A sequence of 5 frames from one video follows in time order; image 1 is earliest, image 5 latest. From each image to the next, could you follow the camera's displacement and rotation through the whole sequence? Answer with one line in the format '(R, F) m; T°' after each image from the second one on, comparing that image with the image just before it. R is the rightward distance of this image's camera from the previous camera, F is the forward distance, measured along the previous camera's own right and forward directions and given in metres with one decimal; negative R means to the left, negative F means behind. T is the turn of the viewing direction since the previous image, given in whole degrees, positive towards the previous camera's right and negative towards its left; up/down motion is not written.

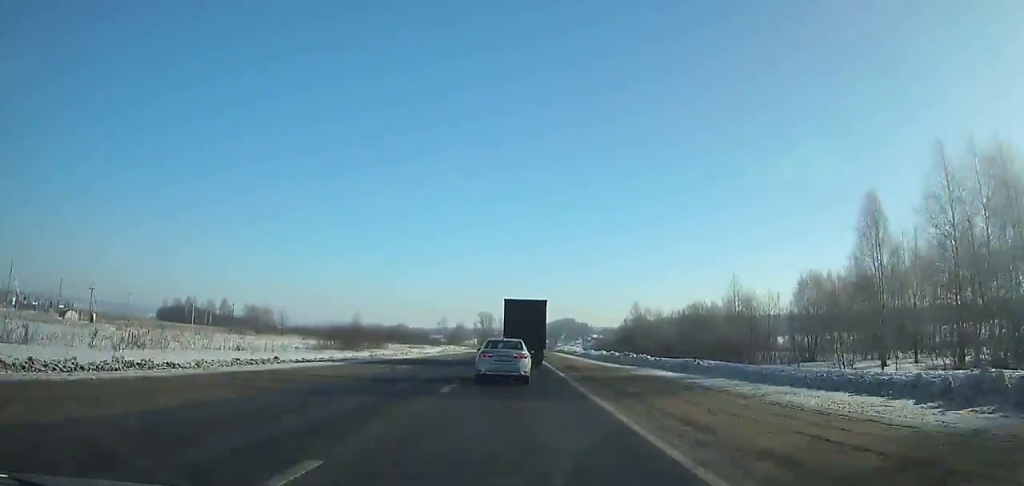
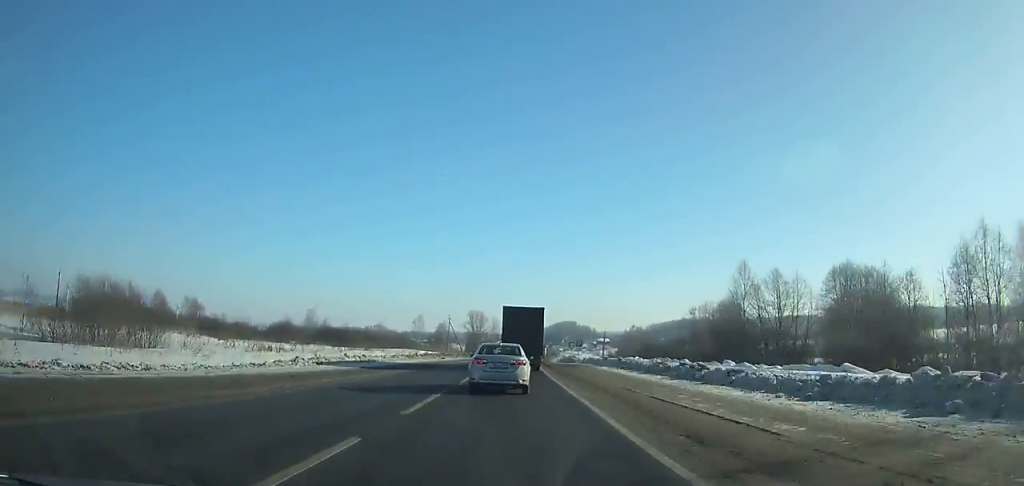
(+0.2, +62.9) m; +1°
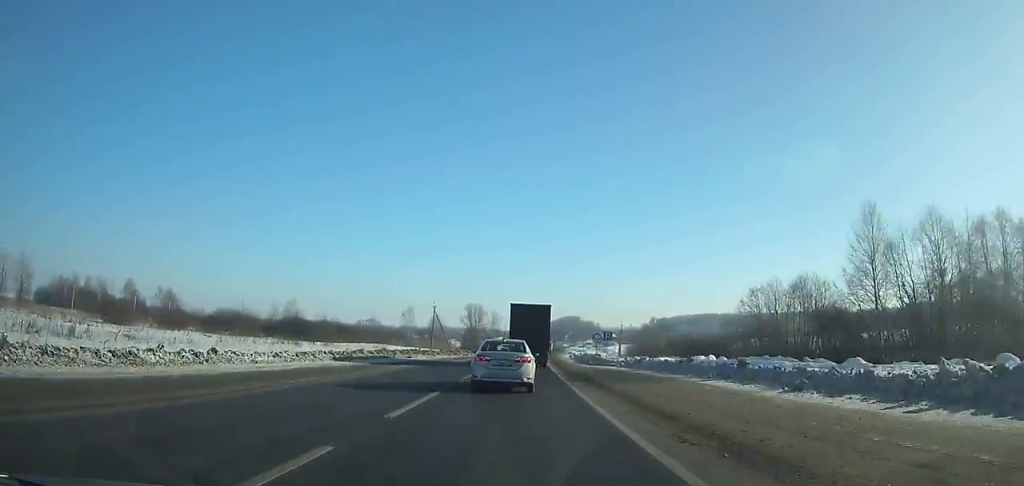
(-0.2, +24.9) m; +1°
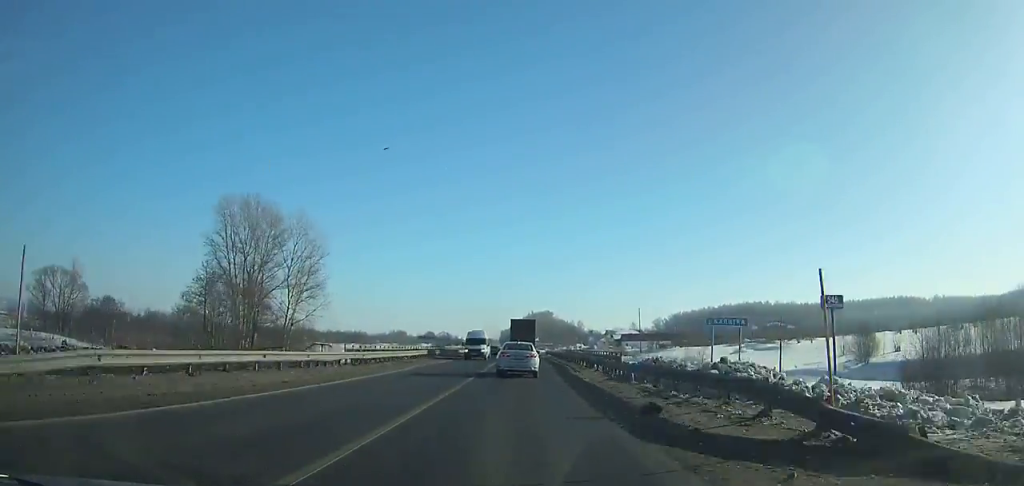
(+10.9, +243.6) m; +3°
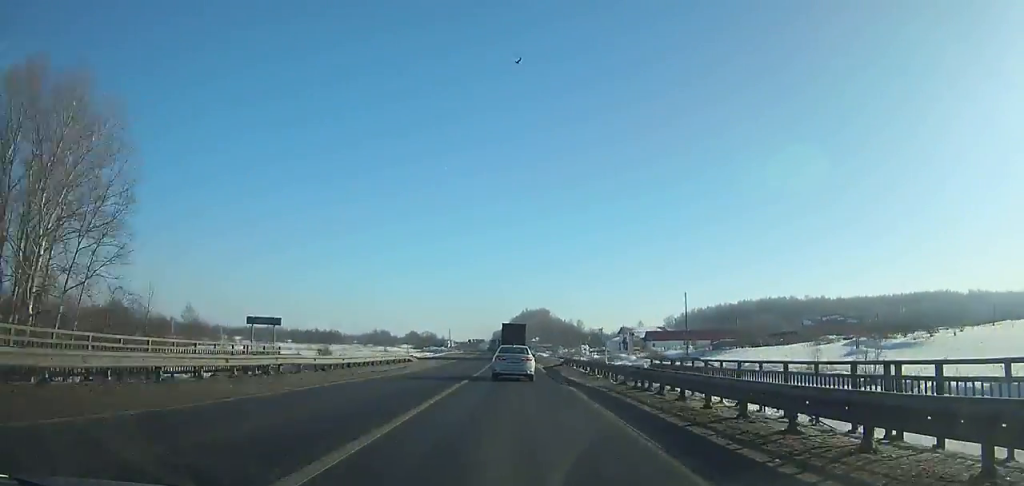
(+0.1, +47.6) m; 0°
